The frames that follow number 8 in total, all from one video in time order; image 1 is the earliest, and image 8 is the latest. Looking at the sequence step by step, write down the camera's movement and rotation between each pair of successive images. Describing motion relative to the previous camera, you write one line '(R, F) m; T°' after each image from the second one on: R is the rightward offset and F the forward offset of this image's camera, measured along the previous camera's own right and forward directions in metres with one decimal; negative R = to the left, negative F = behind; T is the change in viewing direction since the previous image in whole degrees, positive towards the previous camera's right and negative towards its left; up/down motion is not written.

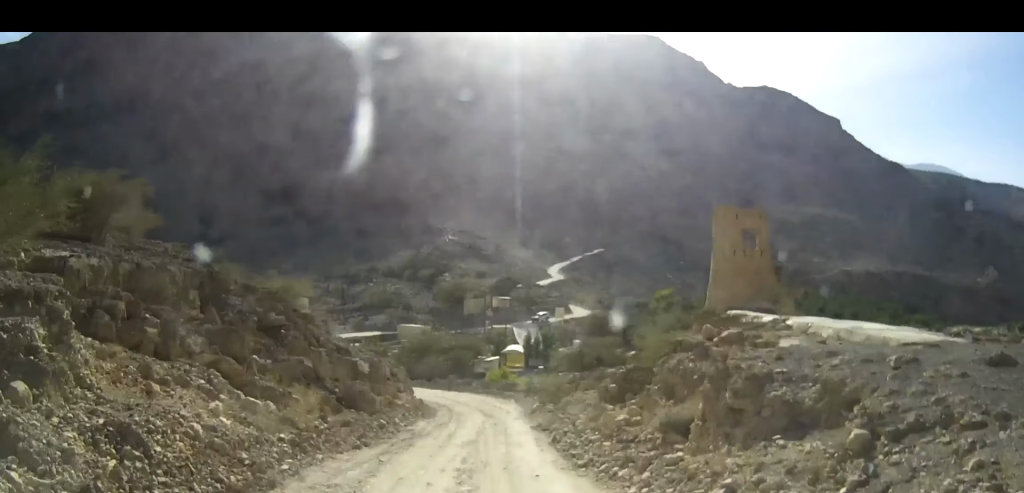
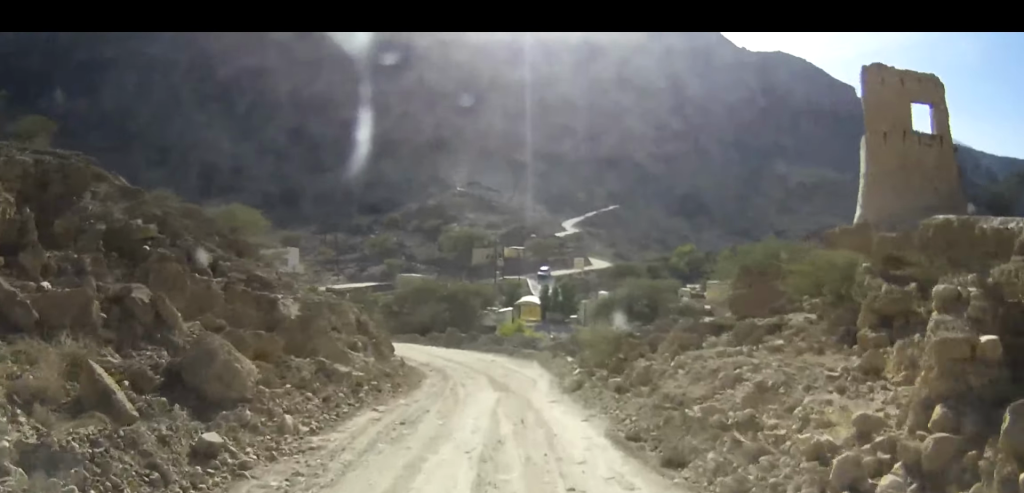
(-0.7, +15.3) m; -2°
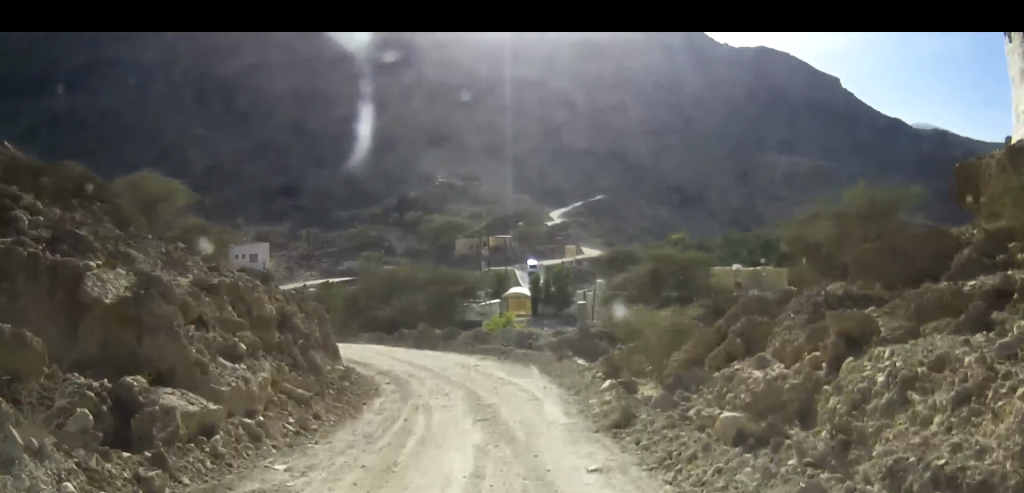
(+0.1, +10.6) m; +1°
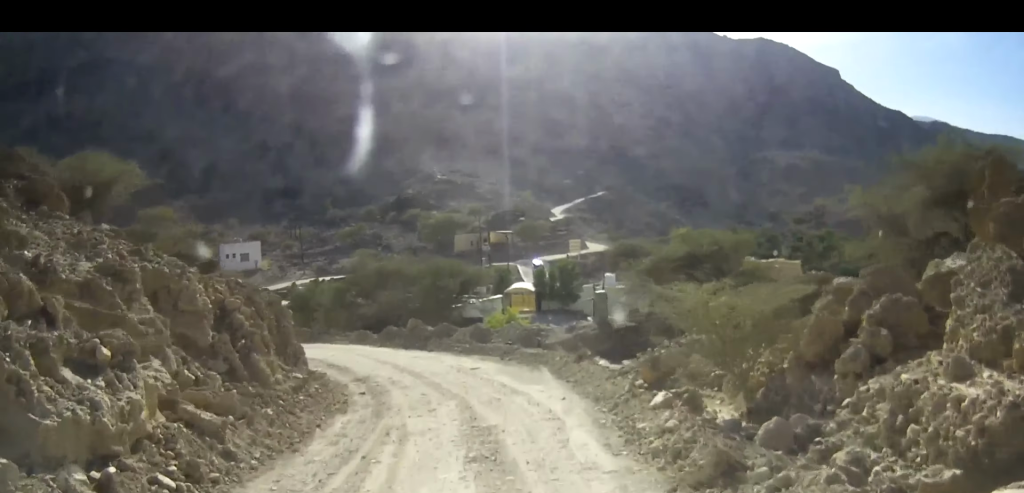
(0.0, +5.7) m; 0°
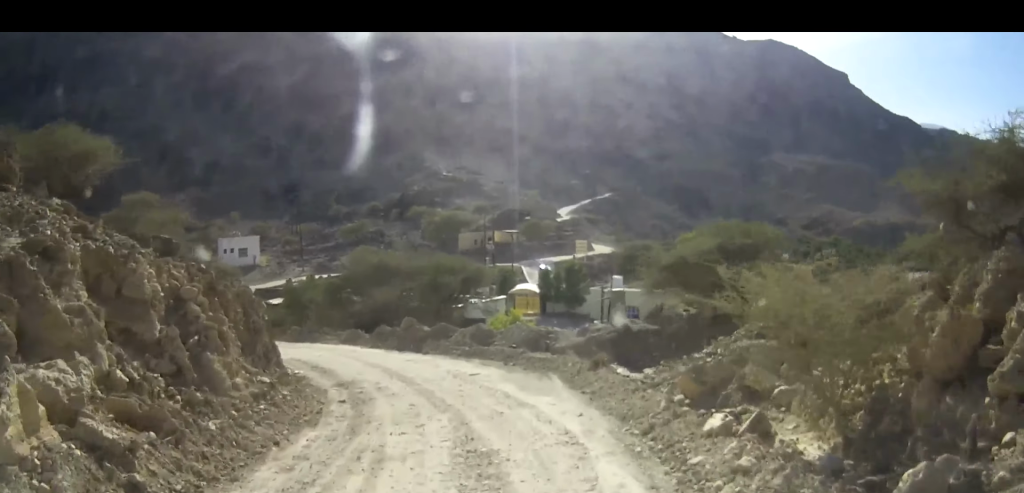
(0.0, +2.9) m; 0°
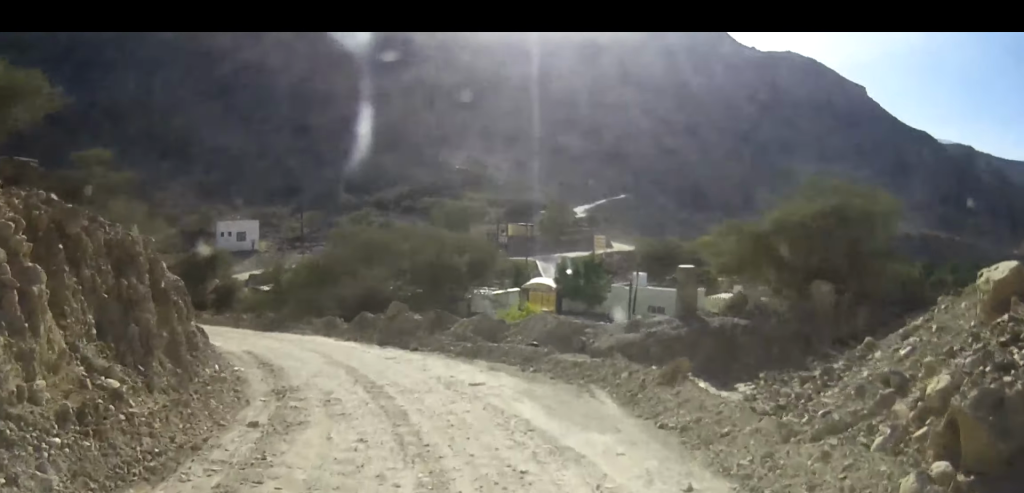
(-0.1, +7.1) m; -2°
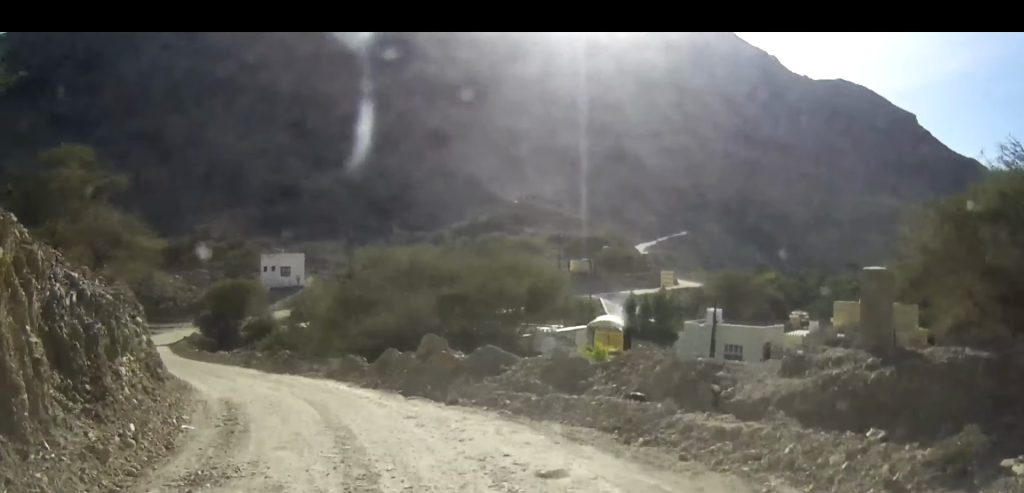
(-0.2, +6.8) m; -6°
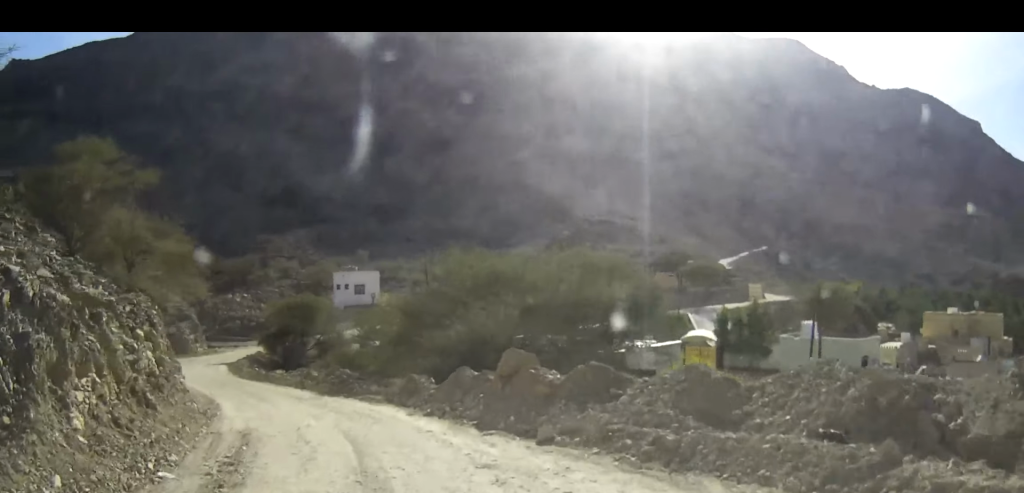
(-0.1, +4.0) m; -6°
